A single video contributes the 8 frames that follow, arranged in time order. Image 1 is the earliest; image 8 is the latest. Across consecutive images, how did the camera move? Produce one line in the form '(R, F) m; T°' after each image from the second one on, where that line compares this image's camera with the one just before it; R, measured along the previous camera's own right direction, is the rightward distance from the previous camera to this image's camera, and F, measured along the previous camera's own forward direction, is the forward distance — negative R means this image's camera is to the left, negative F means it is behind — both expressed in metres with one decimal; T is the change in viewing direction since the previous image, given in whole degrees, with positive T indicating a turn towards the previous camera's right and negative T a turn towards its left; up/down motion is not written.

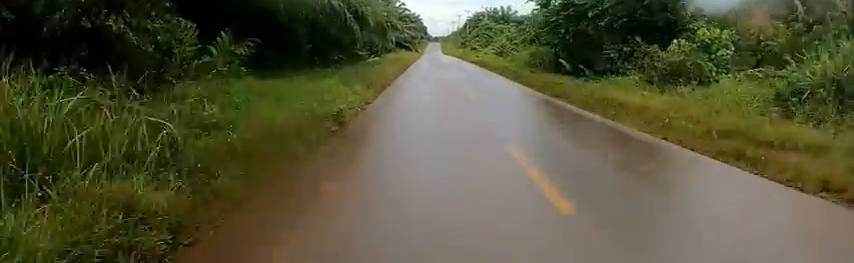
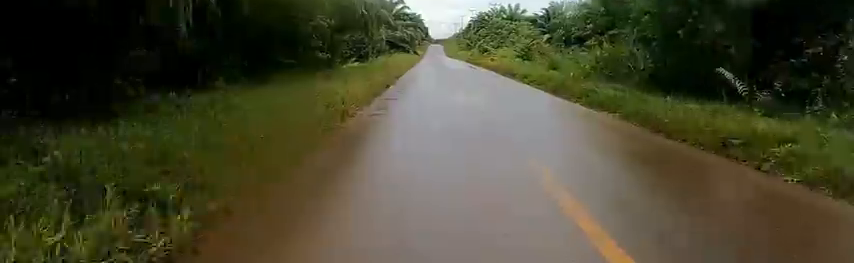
(+0.5, +9.8) m; +3°
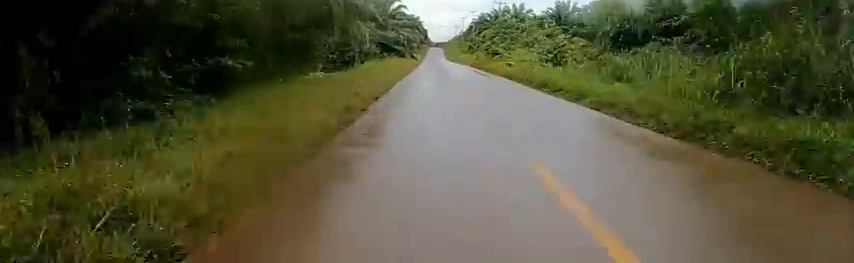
(0.0, +7.1) m; 0°
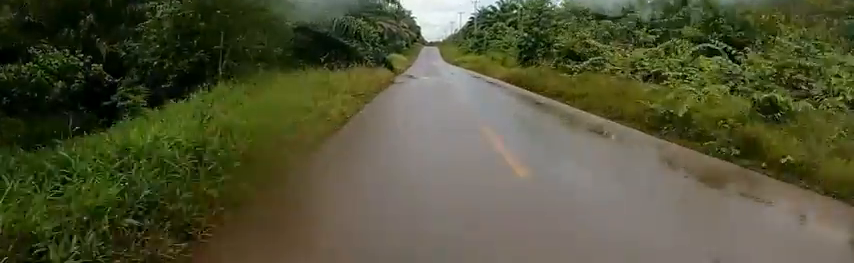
(0.0, +20.9) m; 0°
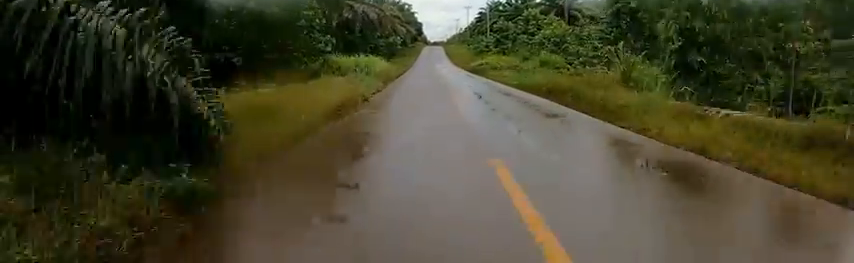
(+0.2, +19.0) m; 0°
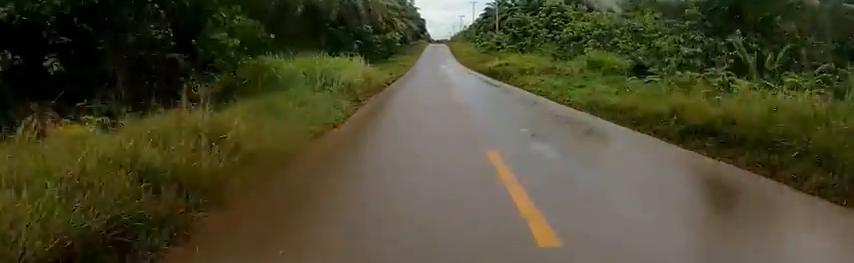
(+0.1, +7.4) m; -1°
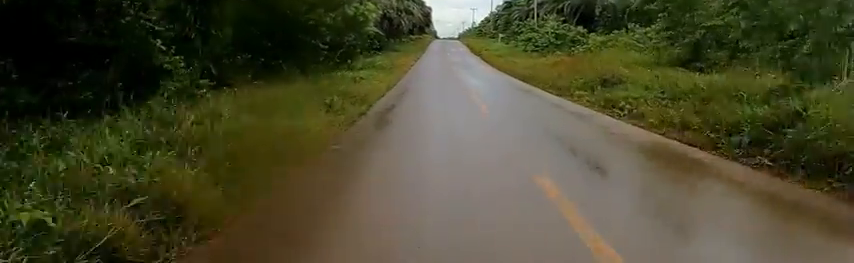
(-0.8, +26.7) m; -2°
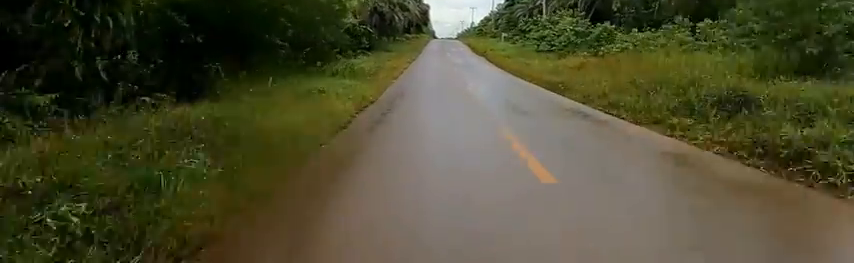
(0.0, +5.1) m; 0°
